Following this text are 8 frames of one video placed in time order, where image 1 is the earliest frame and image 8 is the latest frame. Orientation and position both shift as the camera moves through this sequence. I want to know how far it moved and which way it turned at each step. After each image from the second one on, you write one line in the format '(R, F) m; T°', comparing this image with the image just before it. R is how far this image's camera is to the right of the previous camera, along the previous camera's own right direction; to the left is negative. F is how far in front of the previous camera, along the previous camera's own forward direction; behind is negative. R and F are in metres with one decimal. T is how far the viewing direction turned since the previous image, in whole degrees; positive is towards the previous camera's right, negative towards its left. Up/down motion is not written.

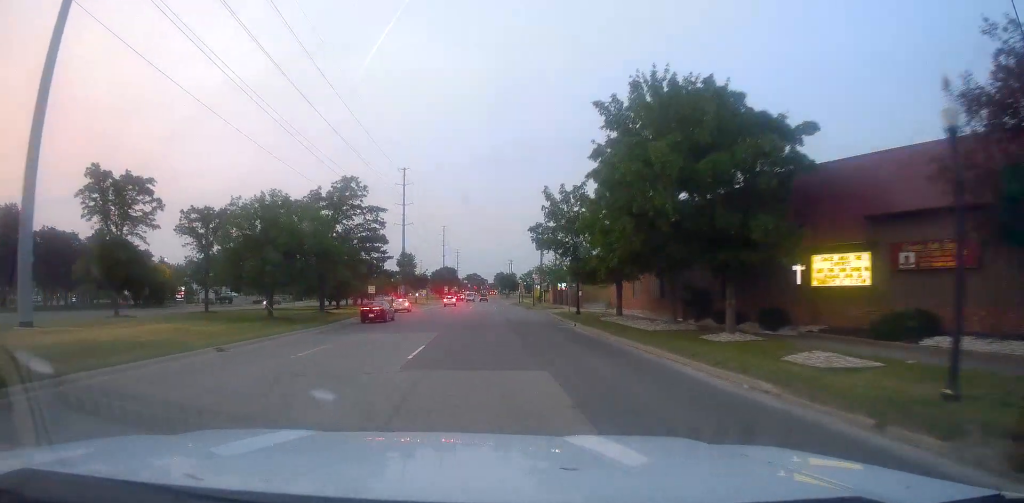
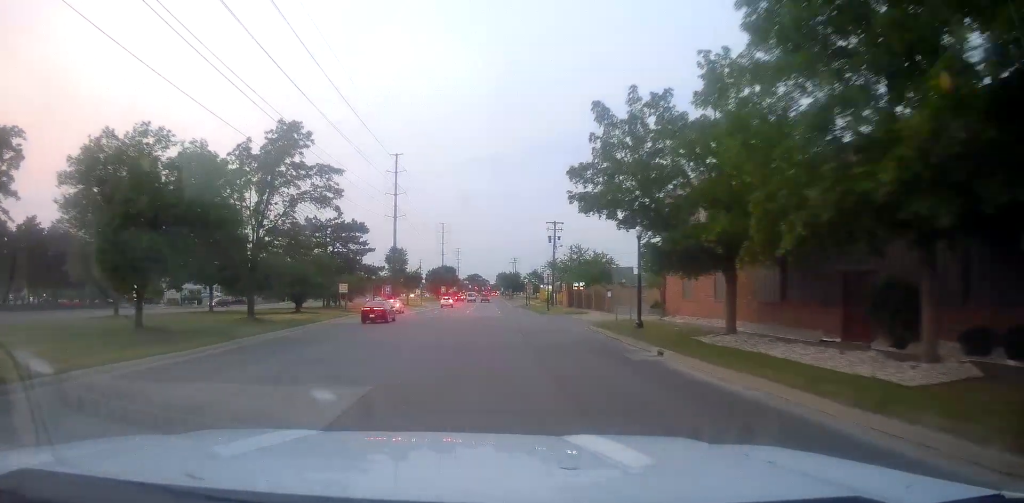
(0.0, +16.2) m; -1°
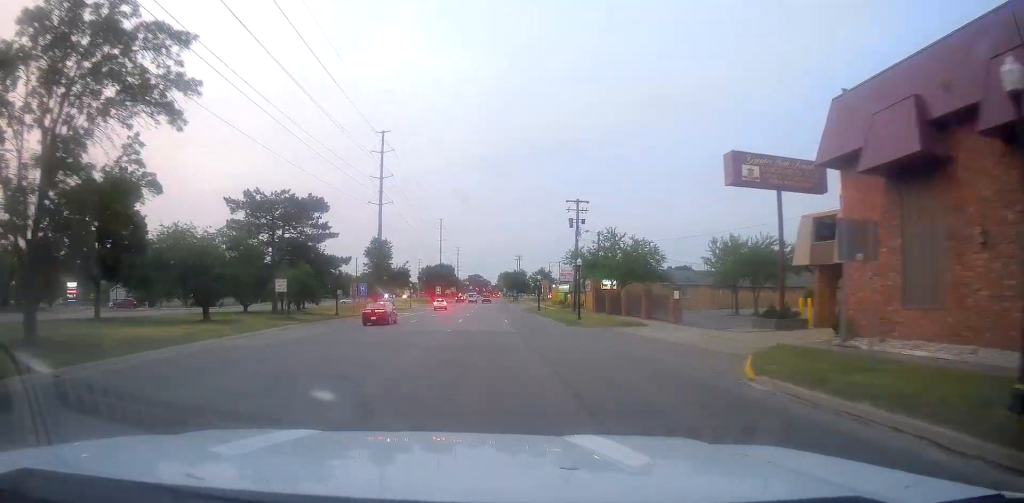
(-0.3, +19.5) m; -1°
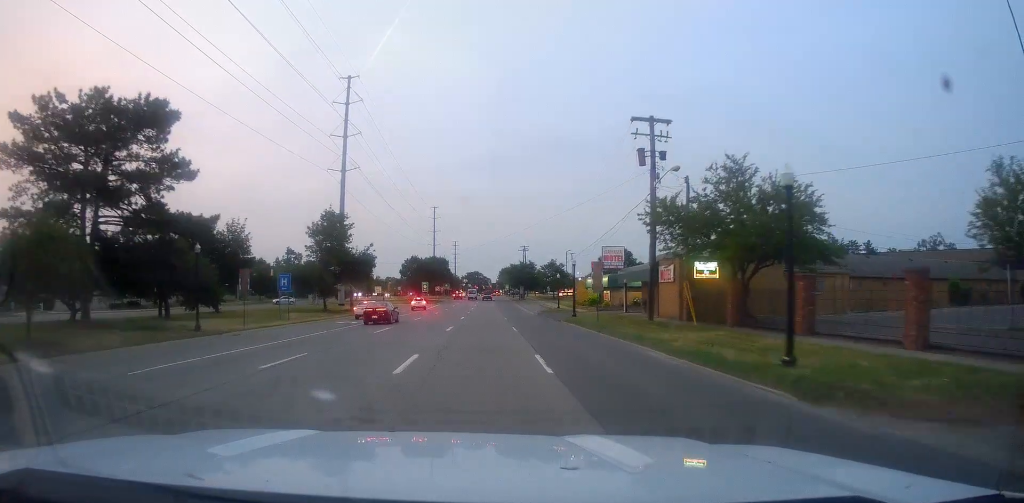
(0.0, +28.8) m; +1°
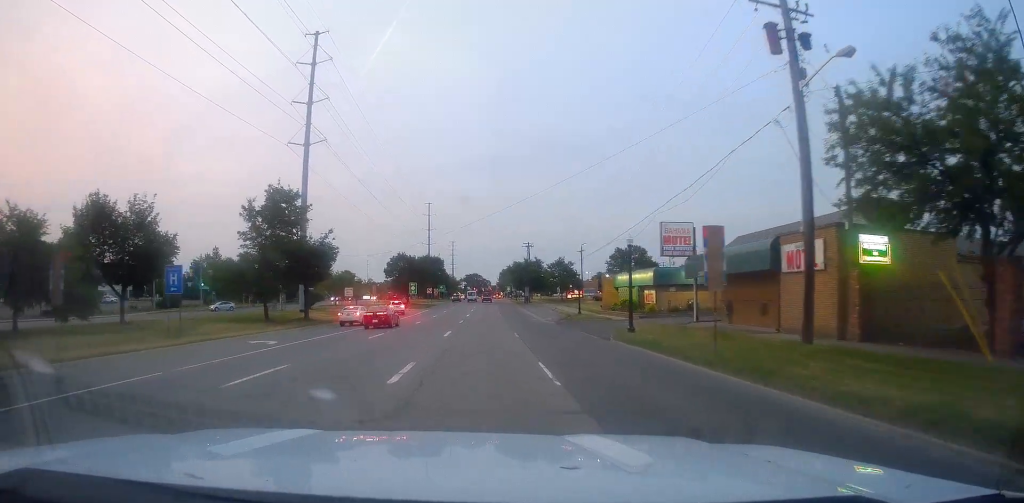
(+0.2, +16.9) m; +1°
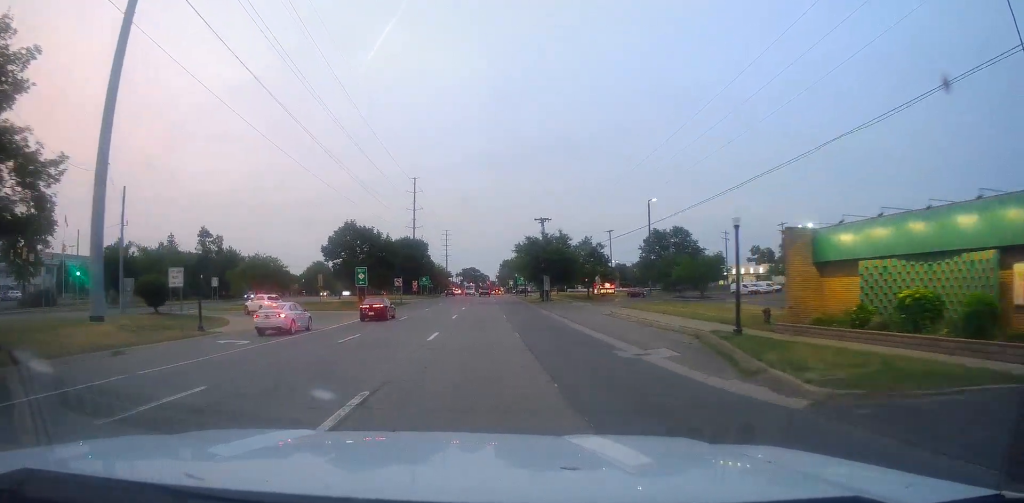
(0.0, +36.6) m; -1°
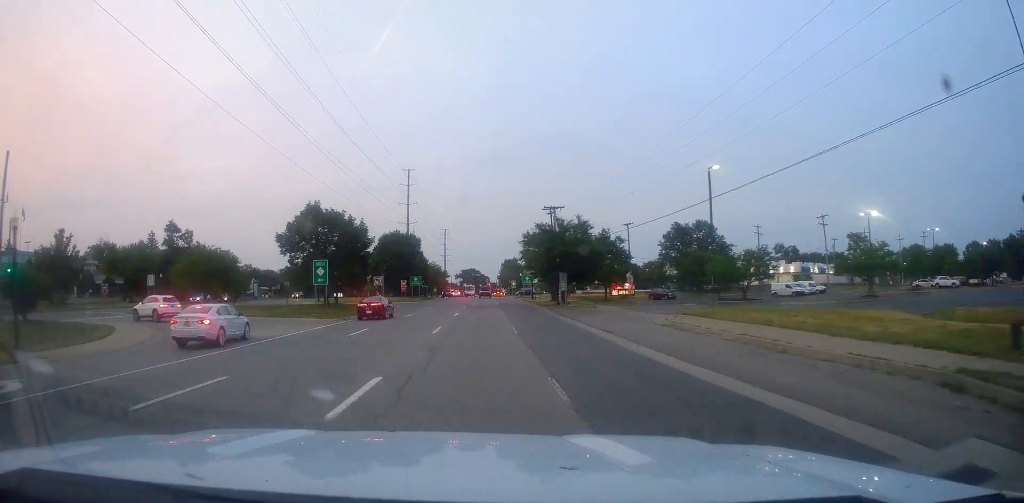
(-0.2, +13.7) m; -1°
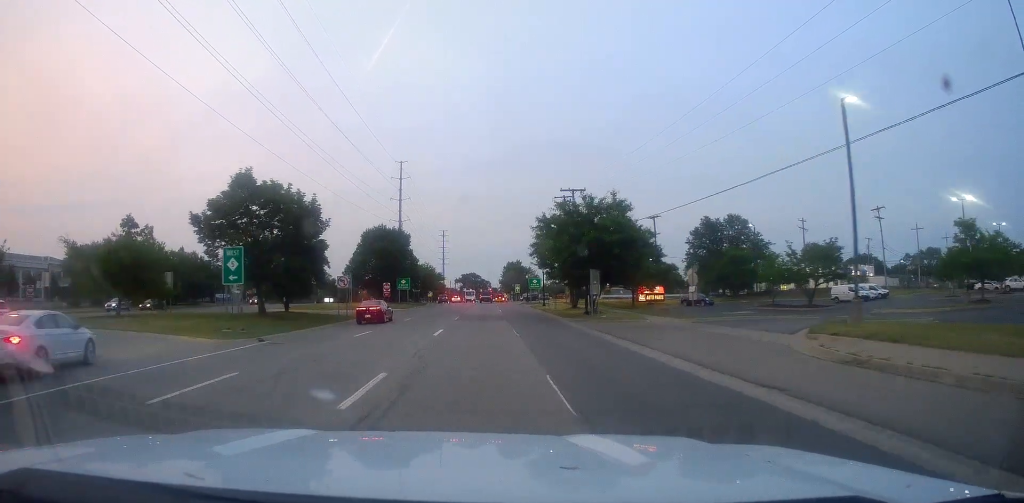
(0.0, +14.9) m; +1°
